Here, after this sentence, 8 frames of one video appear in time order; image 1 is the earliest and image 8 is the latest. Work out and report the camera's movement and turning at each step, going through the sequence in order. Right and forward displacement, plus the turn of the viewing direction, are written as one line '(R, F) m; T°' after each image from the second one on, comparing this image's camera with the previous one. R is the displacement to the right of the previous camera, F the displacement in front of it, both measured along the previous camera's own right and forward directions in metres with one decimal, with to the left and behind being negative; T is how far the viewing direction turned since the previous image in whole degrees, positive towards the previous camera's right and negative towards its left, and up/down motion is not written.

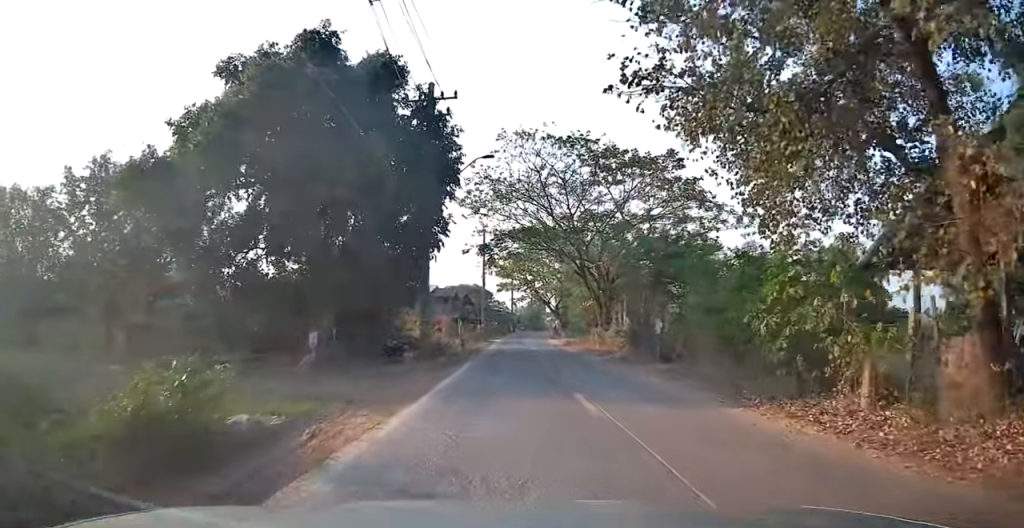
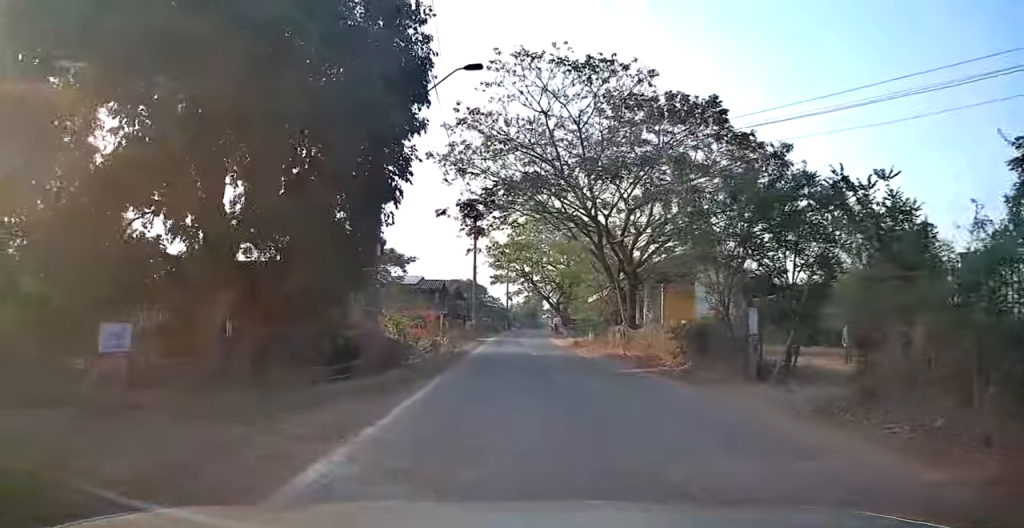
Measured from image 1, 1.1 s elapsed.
(0.0, +8.6) m; 0°
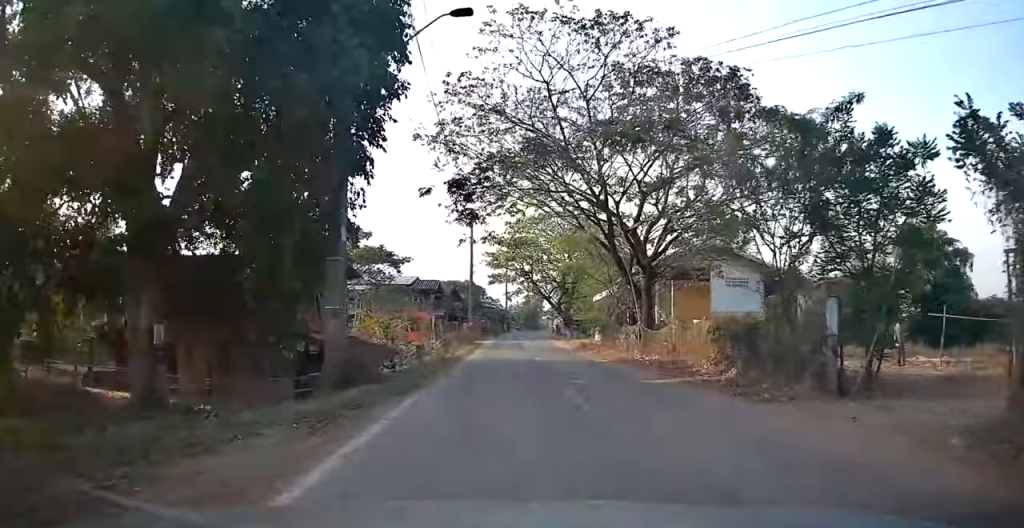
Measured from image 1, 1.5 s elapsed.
(0.0, +3.2) m; 0°
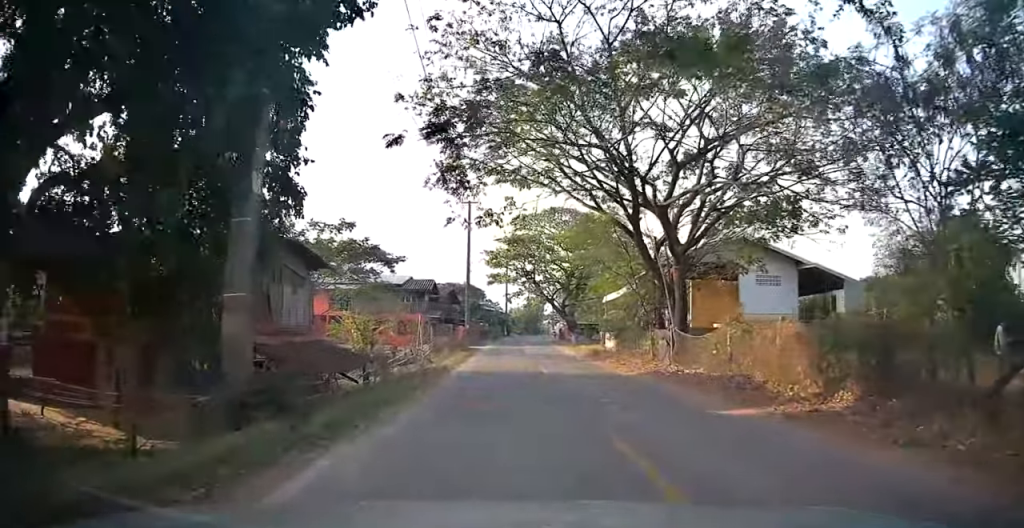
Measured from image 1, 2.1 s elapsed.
(0.0, +4.6) m; 0°
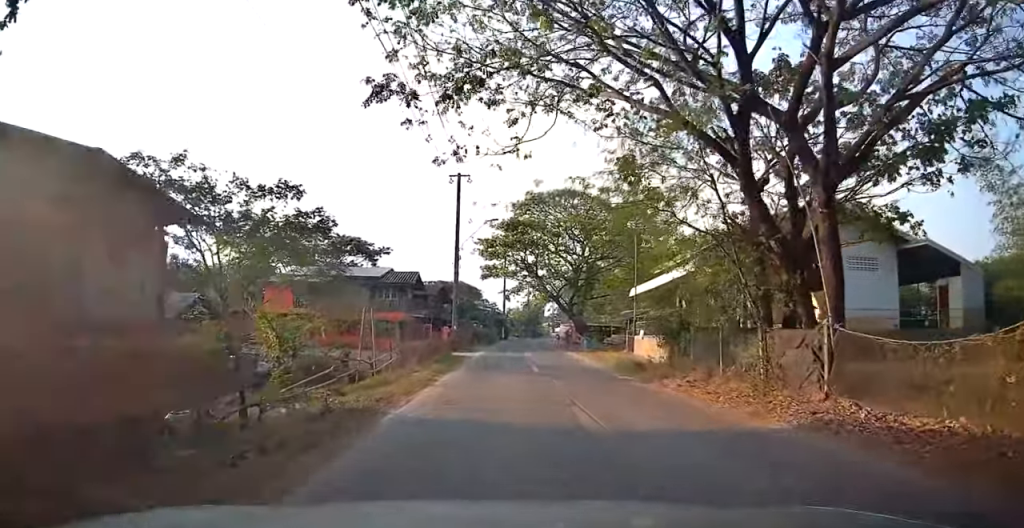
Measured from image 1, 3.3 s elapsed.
(0.0, +9.3) m; 0°
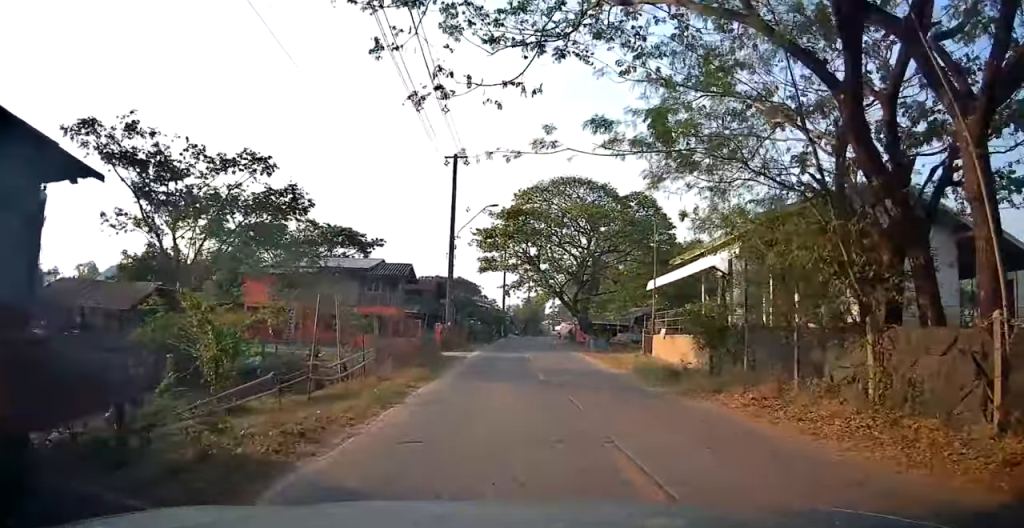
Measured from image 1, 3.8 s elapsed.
(0.0, +3.7) m; 0°
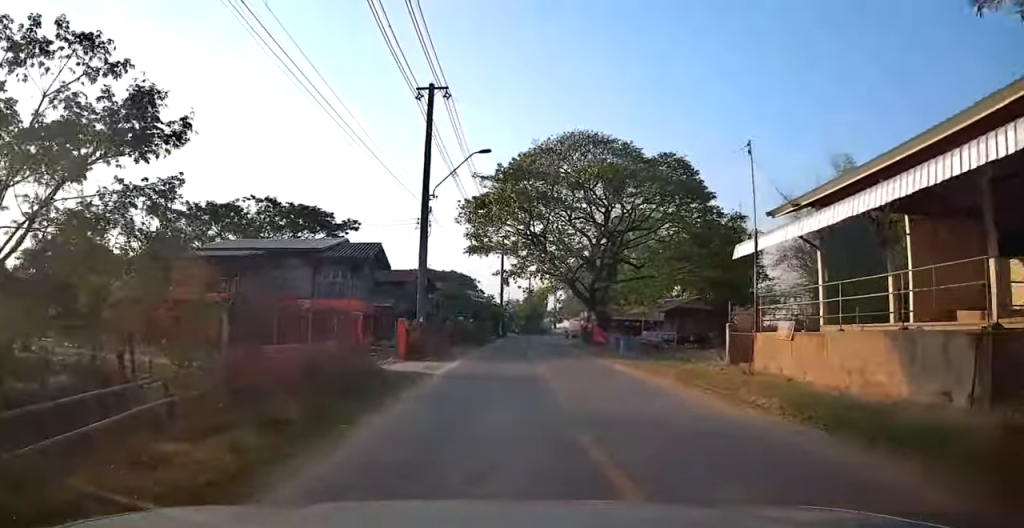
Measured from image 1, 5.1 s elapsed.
(0.0, +10.5) m; 0°
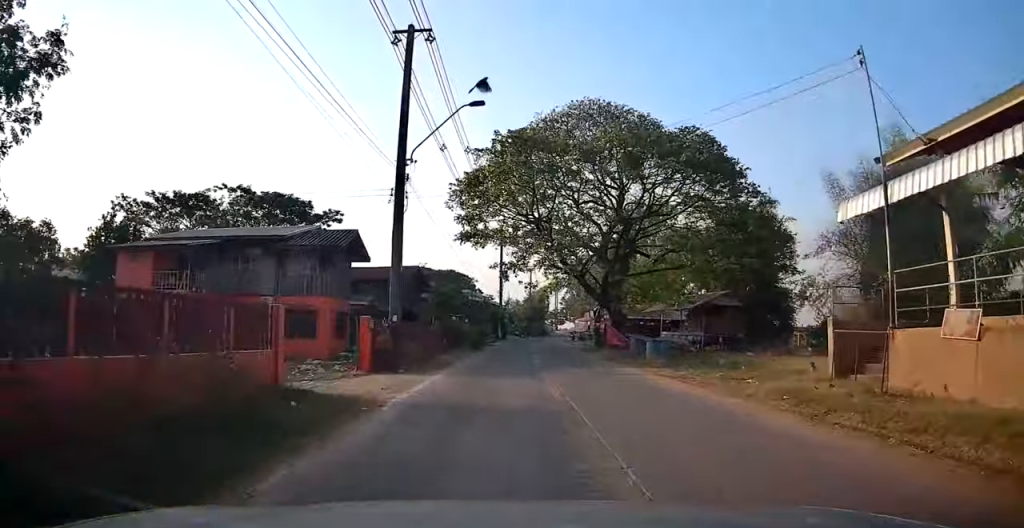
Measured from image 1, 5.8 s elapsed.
(0.0, +5.5) m; 0°
